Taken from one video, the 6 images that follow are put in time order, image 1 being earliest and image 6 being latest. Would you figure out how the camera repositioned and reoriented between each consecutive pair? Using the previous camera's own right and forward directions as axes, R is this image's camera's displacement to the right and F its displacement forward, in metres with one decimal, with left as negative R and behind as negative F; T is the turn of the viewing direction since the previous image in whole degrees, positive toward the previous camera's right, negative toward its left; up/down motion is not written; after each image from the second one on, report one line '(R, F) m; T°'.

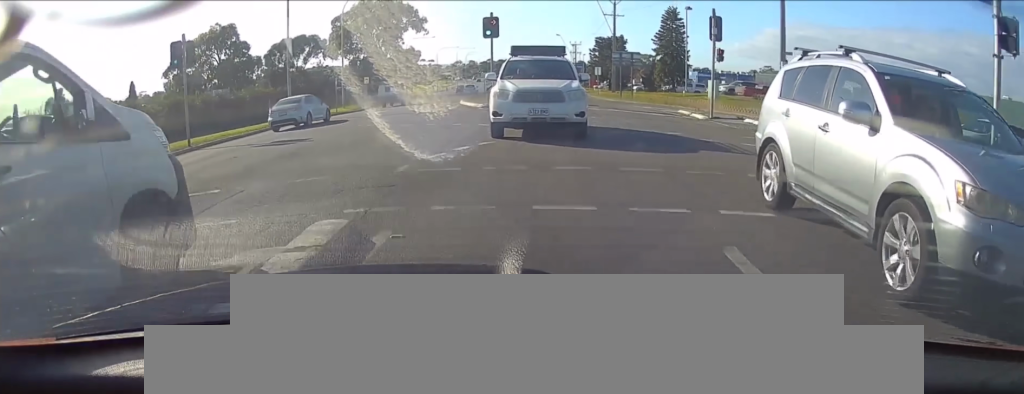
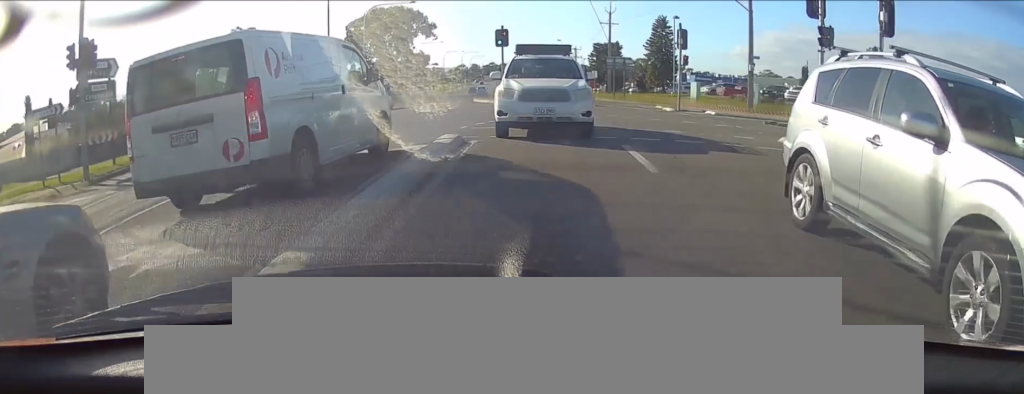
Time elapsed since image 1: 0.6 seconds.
(0.0, +6.8) m; +2°
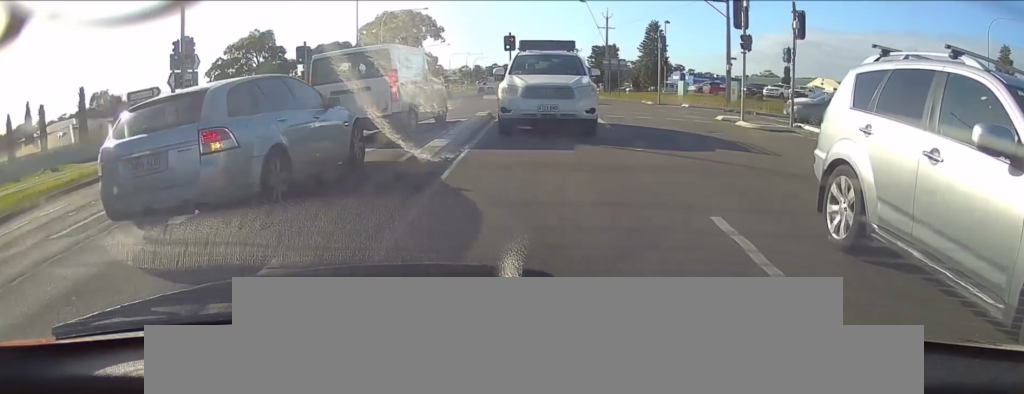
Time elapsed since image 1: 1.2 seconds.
(+0.1, +6.3) m; +1°
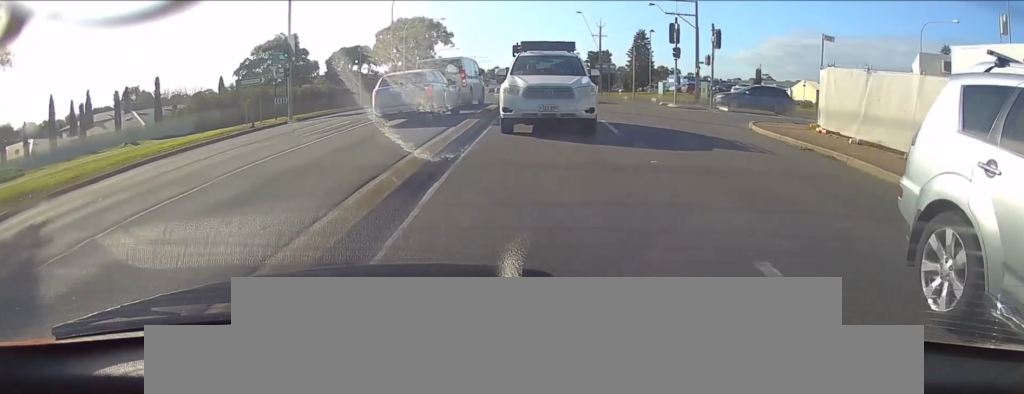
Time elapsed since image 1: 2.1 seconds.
(+0.1, +10.6) m; 0°
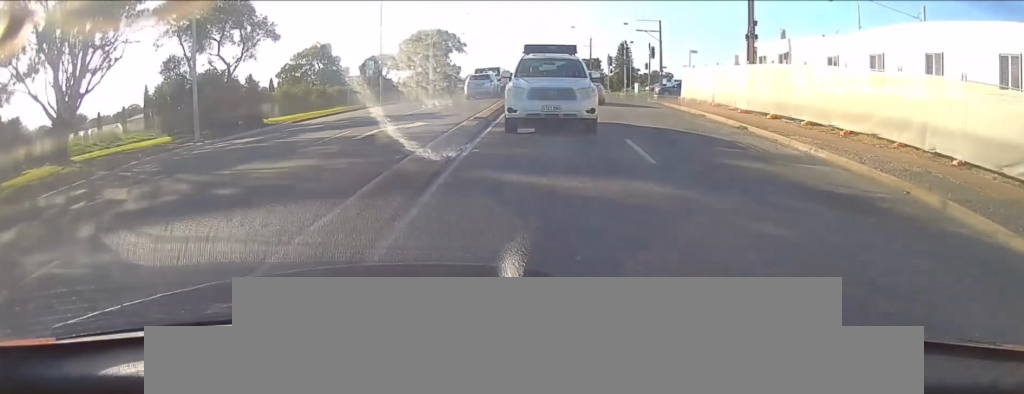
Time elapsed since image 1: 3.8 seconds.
(-0.4, +20.0) m; -1°
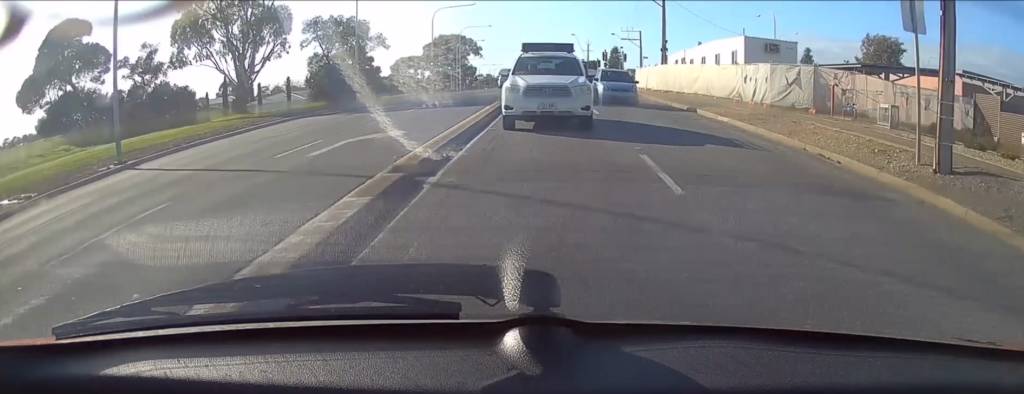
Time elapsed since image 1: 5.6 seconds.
(+0.7, +21.4) m; +2°
